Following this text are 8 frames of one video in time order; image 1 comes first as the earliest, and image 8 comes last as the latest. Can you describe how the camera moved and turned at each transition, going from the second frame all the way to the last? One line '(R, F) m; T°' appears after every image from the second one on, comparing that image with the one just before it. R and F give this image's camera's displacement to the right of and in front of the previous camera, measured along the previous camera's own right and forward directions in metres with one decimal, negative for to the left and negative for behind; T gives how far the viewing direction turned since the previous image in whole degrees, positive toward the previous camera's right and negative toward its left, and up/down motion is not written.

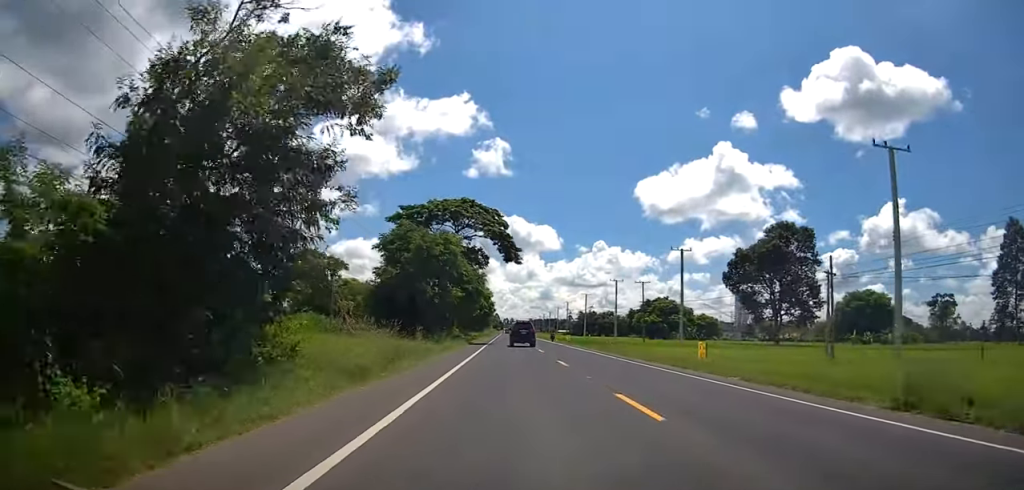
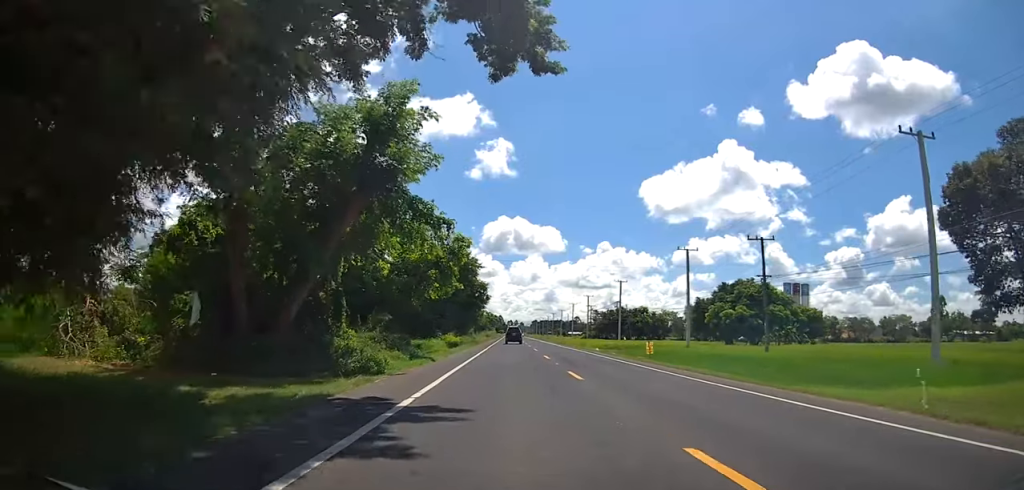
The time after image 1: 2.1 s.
(+0.1, +41.7) m; 0°
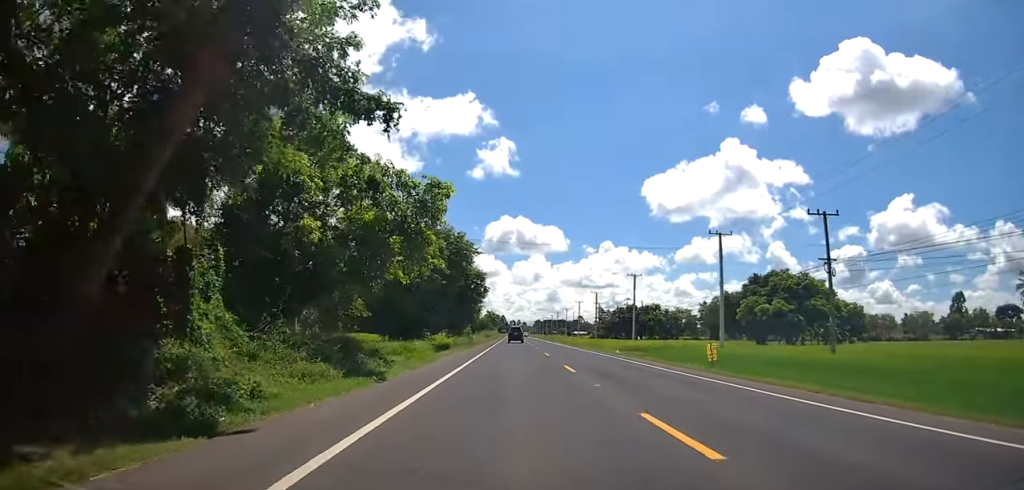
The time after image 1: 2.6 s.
(0.0, +9.8) m; -1°
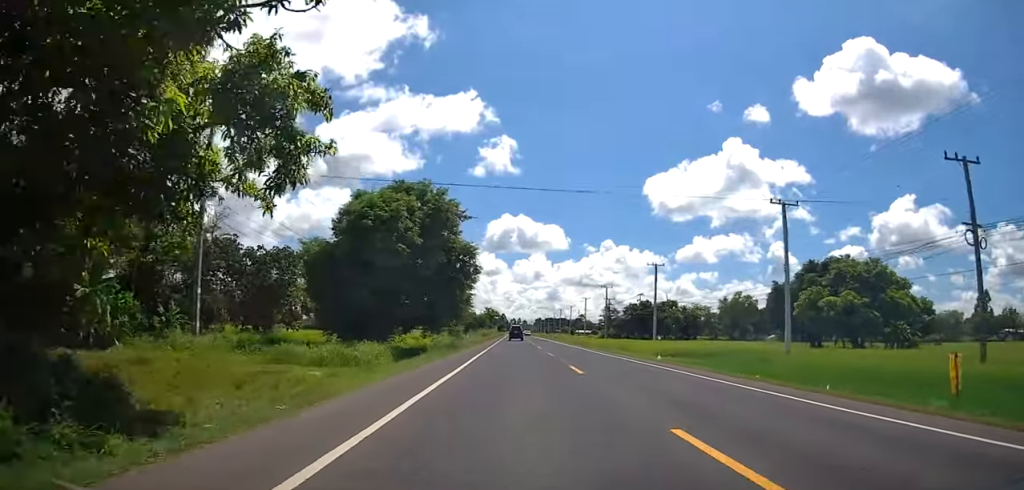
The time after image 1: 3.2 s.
(-0.5, +13.6) m; -2°
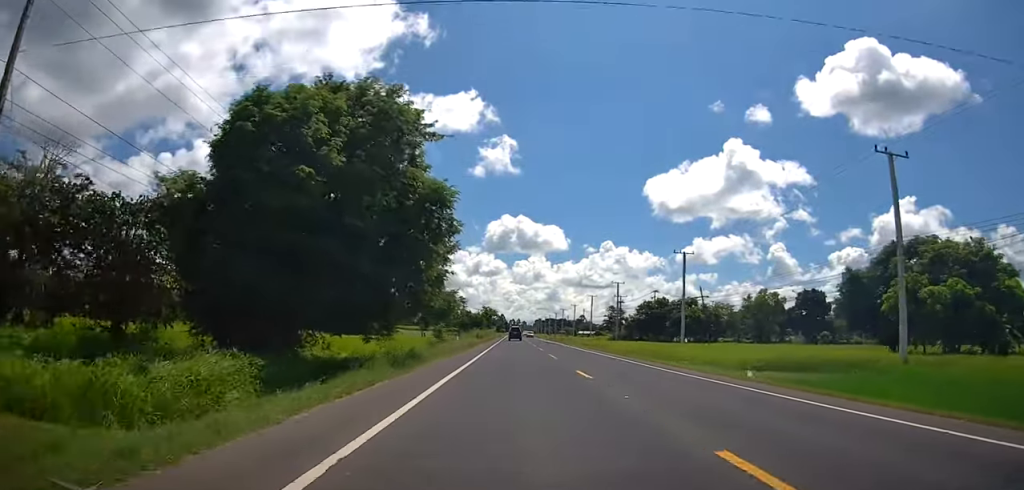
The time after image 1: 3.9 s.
(0.0, +13.7) m; +1°
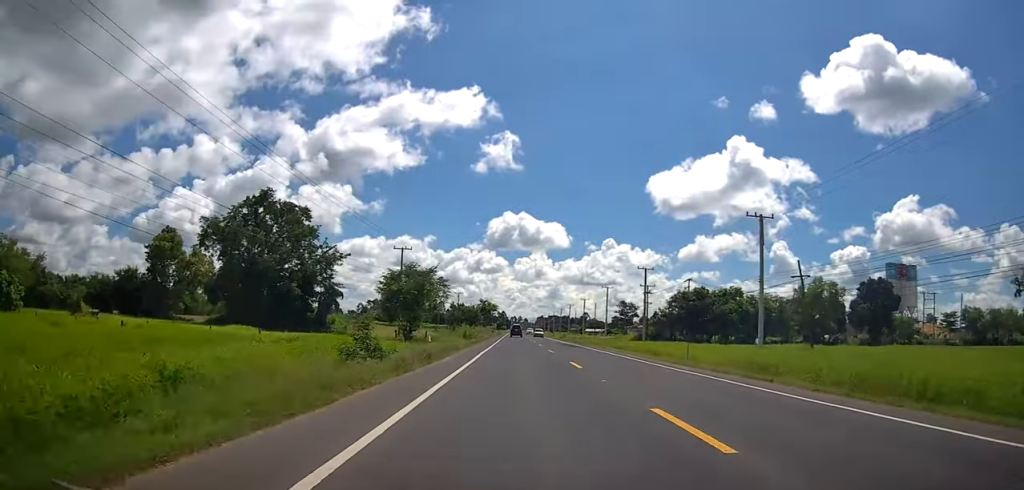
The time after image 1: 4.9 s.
(+0.5, +21.3) m; +1°
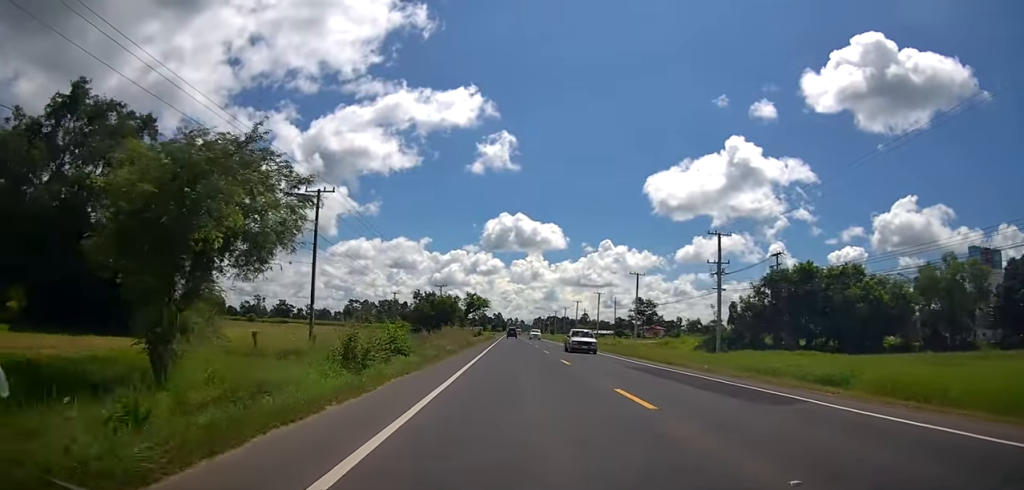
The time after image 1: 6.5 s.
(-0.3, +33.3) m; 0°
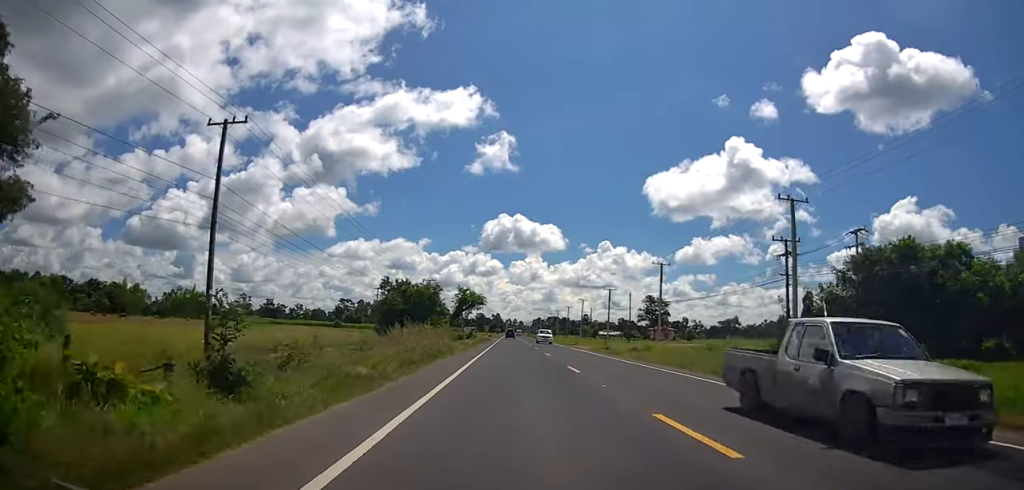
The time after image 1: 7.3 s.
(+0.6, +15.7) m; 0°
